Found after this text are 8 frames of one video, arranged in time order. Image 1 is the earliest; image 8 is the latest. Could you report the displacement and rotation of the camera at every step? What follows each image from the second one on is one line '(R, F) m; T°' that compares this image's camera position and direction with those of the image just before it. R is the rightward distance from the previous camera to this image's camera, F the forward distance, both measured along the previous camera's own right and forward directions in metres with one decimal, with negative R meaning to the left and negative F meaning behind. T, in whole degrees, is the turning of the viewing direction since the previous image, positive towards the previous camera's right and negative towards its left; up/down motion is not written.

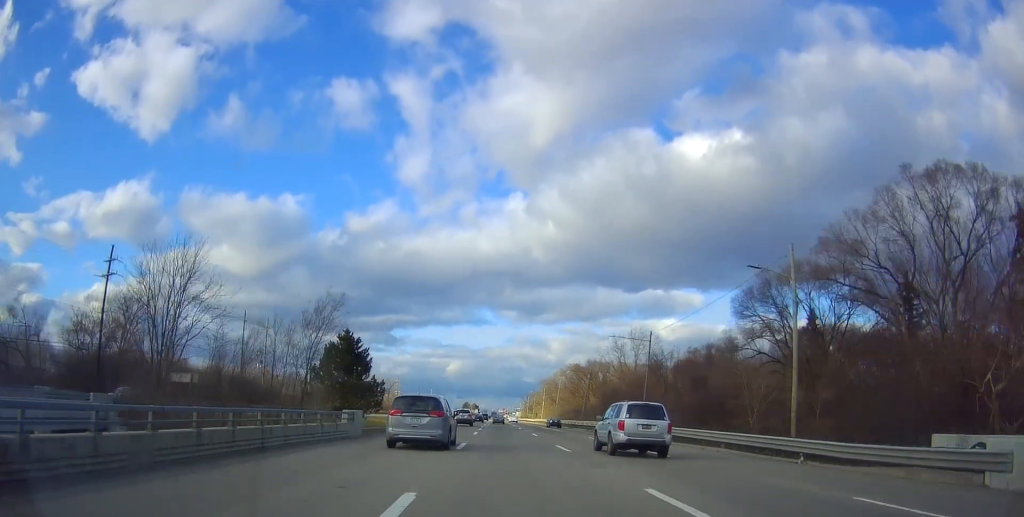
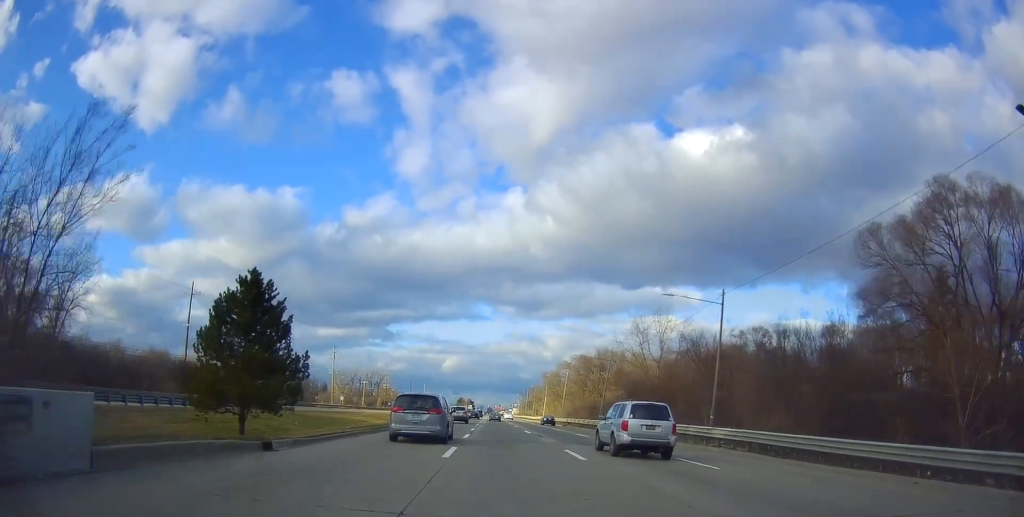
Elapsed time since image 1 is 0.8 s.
(0.0, +19.7) m; 0°
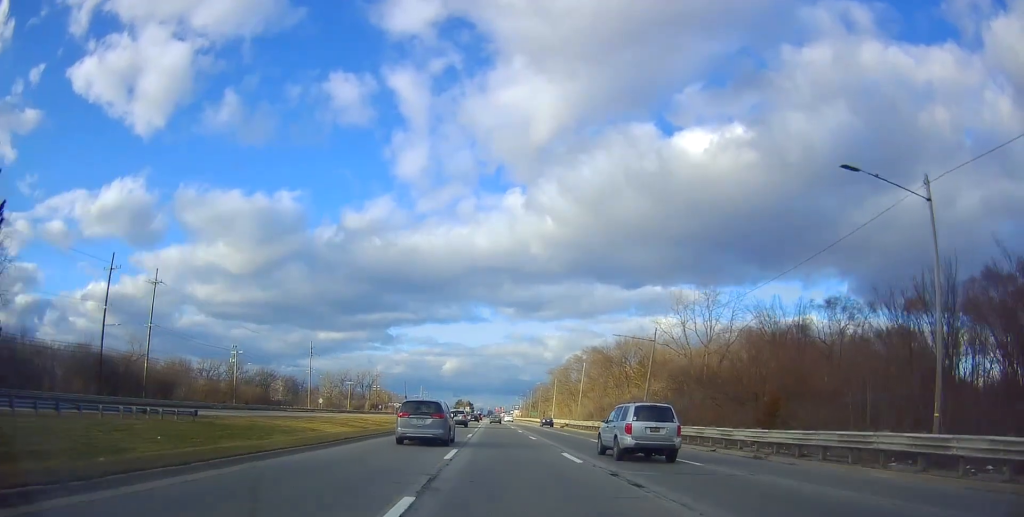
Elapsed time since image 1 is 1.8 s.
(0.0, +21.8) m; +1°
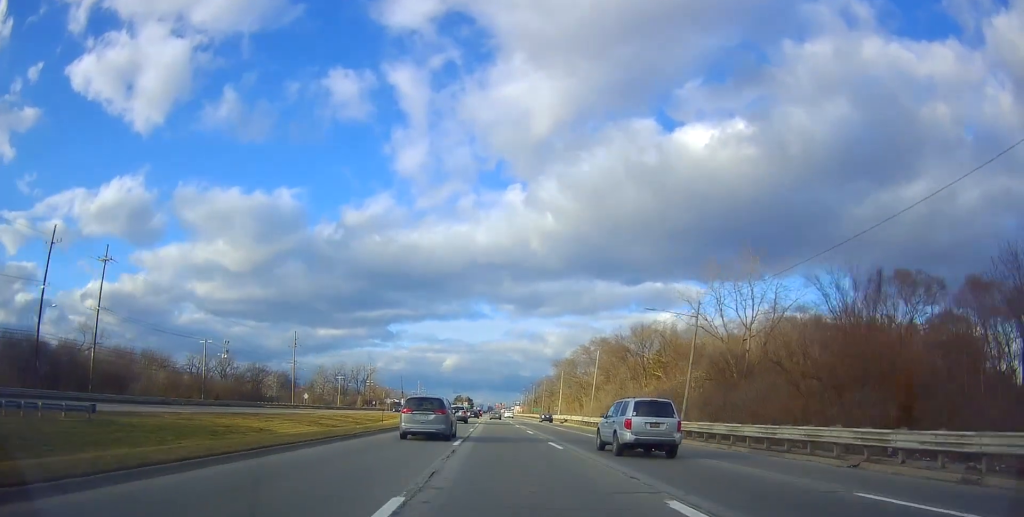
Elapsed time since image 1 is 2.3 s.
(+0.4, +12.4) m; +1°
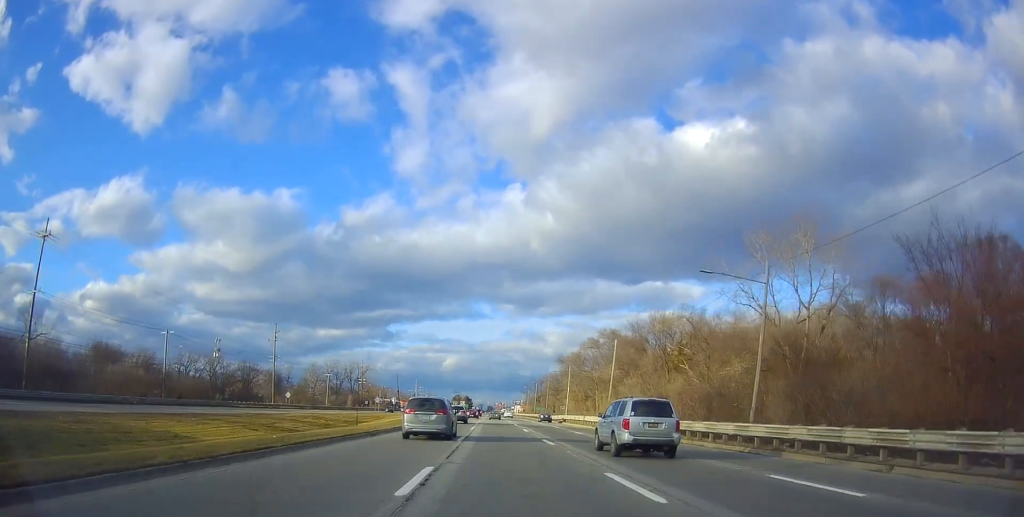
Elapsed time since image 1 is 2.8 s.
(0.0, +12.4) m; -1°
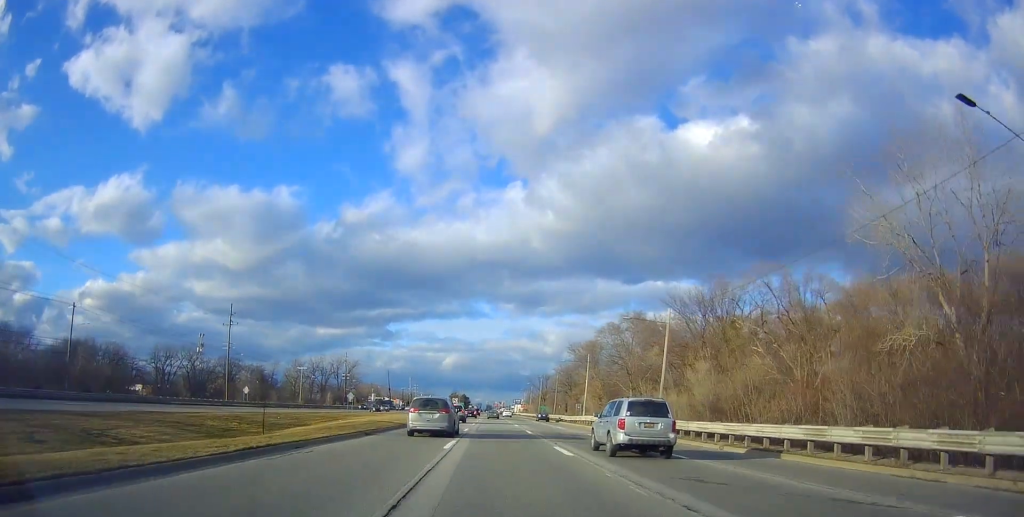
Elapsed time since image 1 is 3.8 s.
(-0.4, +22.3) m; -2°
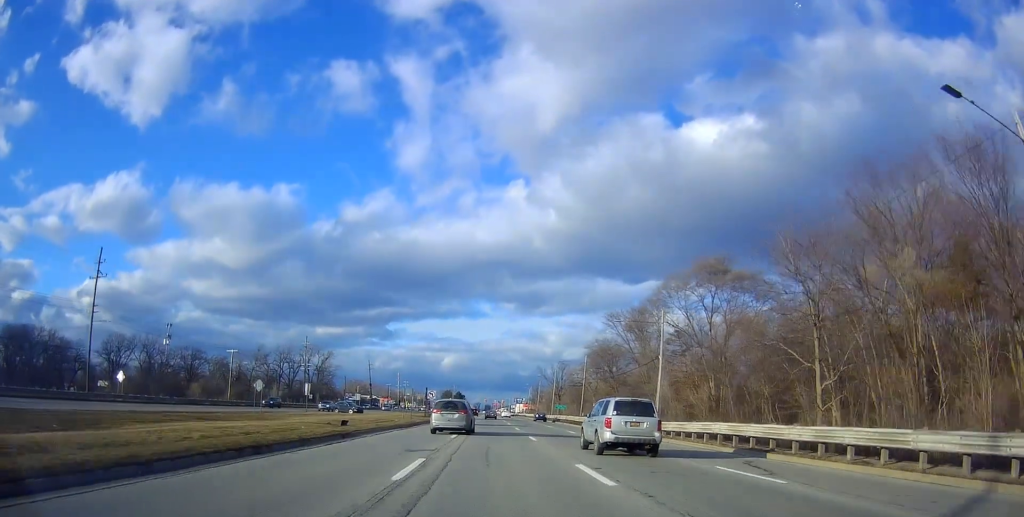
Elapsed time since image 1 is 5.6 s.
(-0.4, +39.9) m; +1°
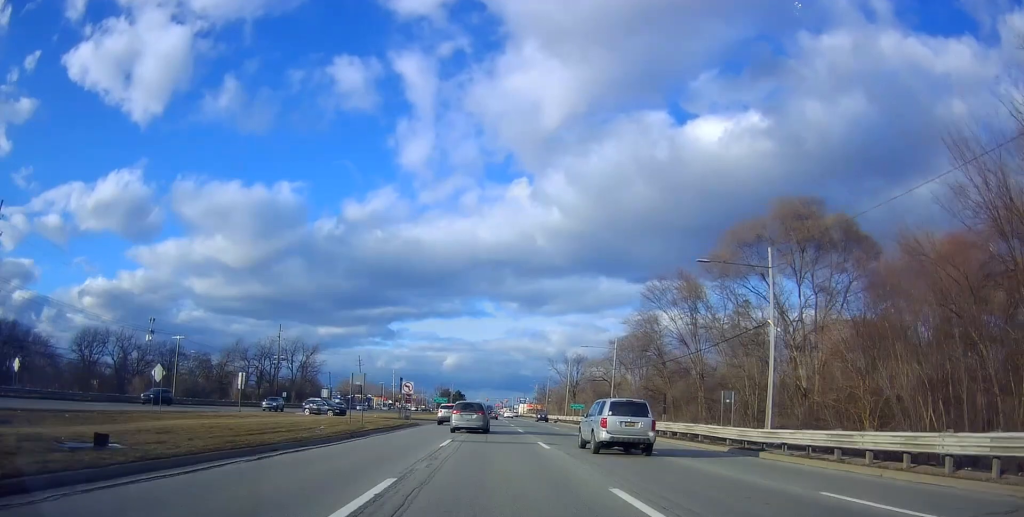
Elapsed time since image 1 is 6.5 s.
(+0.7, +20.4) m; +1°
